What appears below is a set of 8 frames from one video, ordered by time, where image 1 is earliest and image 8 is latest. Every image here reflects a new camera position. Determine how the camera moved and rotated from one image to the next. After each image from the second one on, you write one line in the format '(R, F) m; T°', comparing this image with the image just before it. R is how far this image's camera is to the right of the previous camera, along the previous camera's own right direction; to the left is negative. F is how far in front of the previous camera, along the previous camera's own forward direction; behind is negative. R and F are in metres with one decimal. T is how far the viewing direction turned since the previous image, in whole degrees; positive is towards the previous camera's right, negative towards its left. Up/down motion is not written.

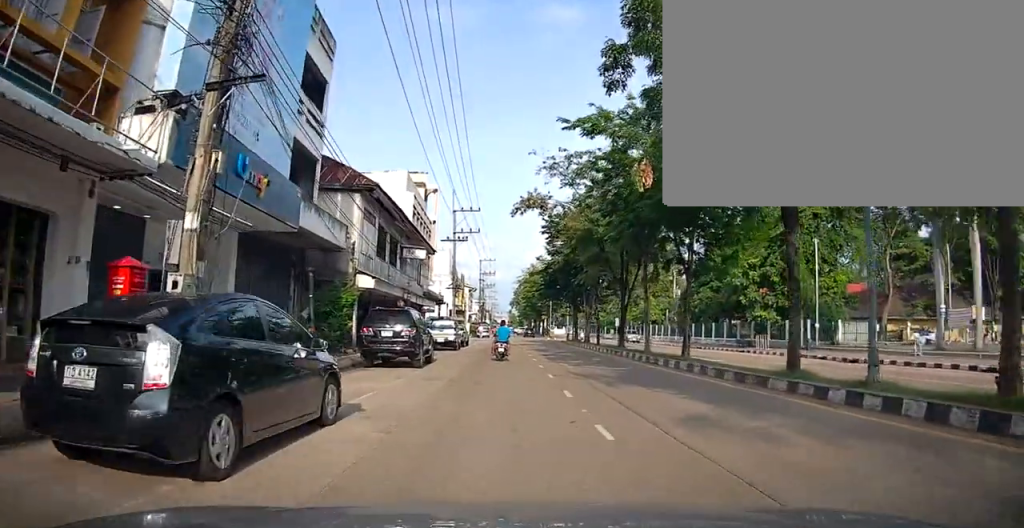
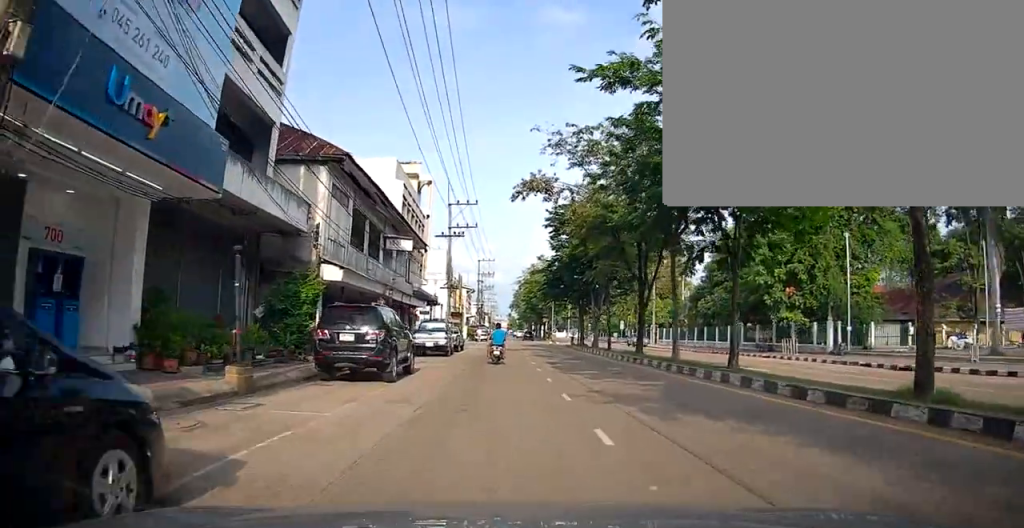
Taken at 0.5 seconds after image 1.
(+0.1, +4.2) m; 0°
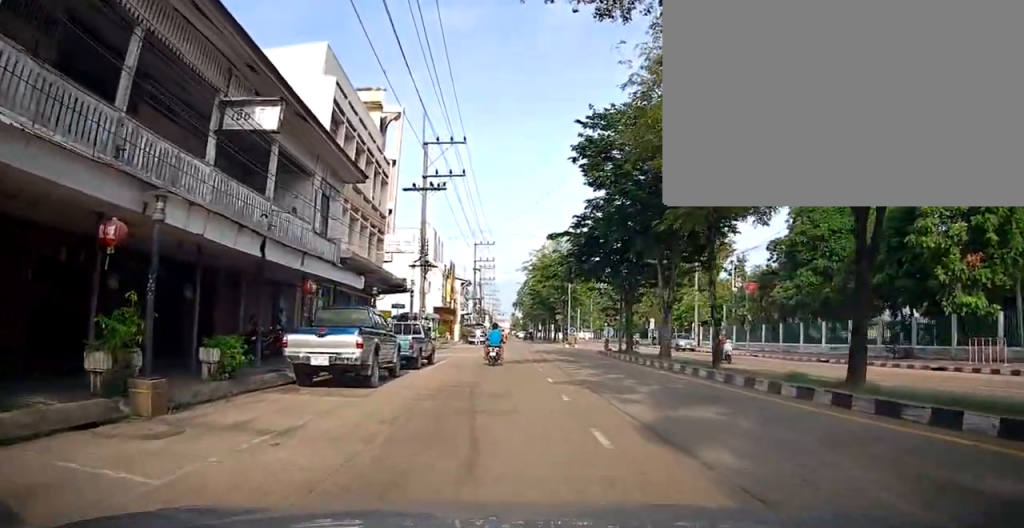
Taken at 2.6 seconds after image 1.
(-0.6, +15.9) m; 0°
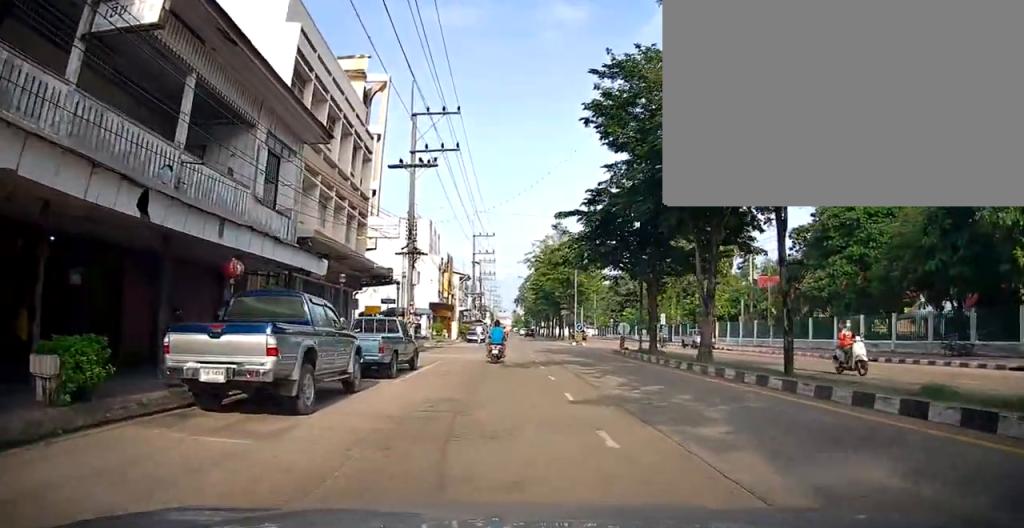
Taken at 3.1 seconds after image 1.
(+0.2, +4.2) m; +1°
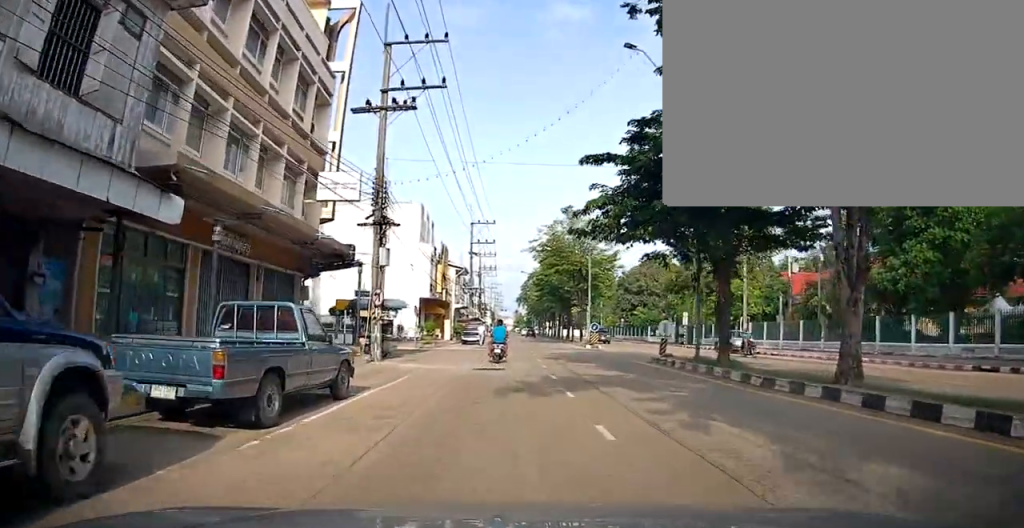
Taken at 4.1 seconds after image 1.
(+0.1, +7.5) m; 0°
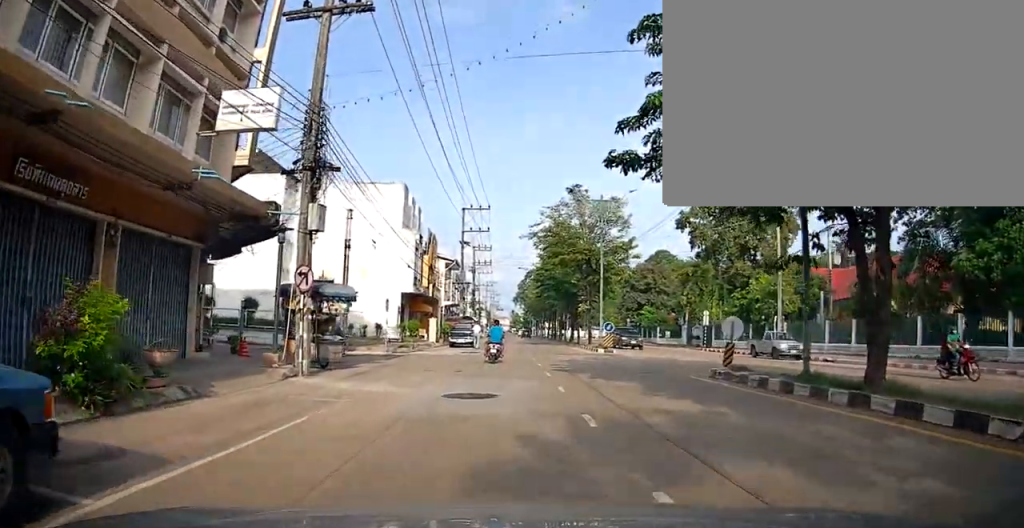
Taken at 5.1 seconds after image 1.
(-0.1, +7.0) m; -1°
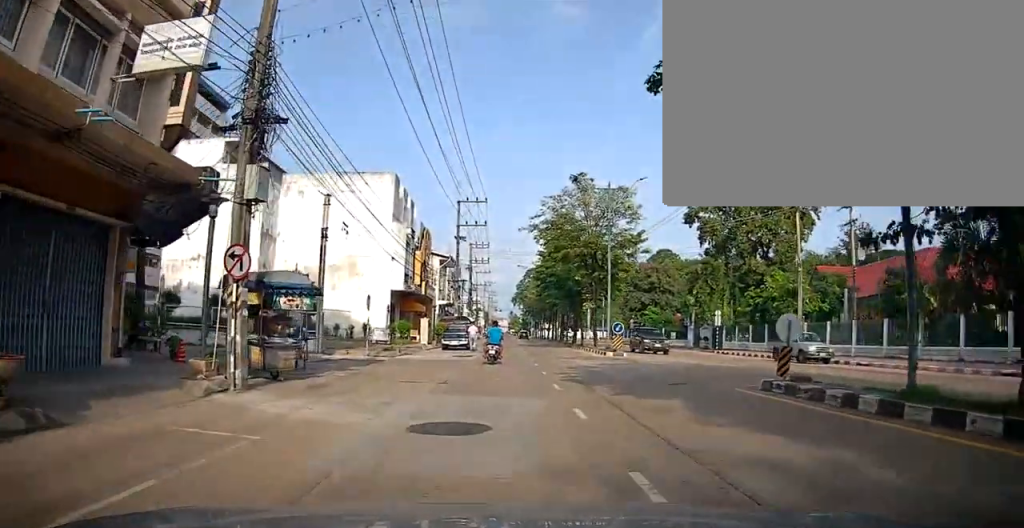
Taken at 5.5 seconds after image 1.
(0.0, +3.3) m; 0°
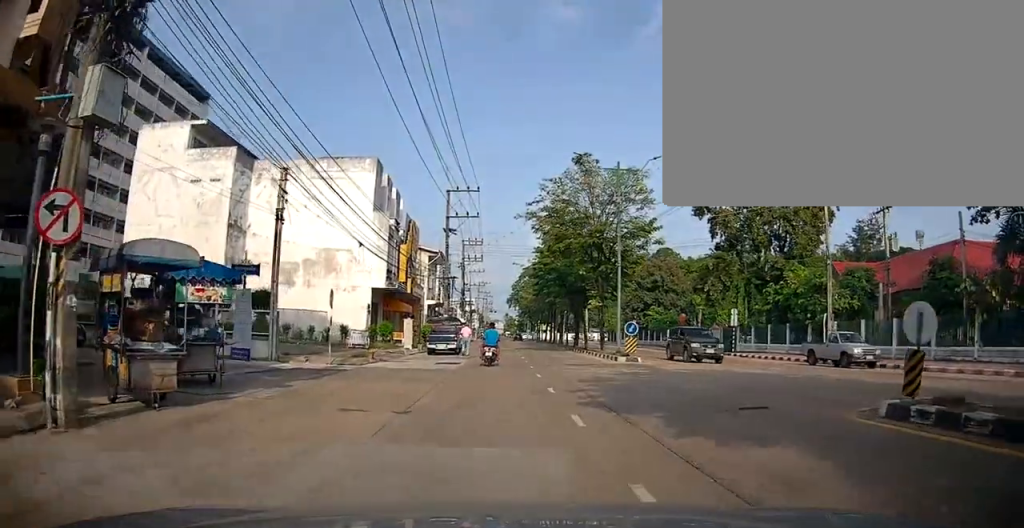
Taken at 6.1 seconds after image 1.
(0.0, +4.4) m; +2°
